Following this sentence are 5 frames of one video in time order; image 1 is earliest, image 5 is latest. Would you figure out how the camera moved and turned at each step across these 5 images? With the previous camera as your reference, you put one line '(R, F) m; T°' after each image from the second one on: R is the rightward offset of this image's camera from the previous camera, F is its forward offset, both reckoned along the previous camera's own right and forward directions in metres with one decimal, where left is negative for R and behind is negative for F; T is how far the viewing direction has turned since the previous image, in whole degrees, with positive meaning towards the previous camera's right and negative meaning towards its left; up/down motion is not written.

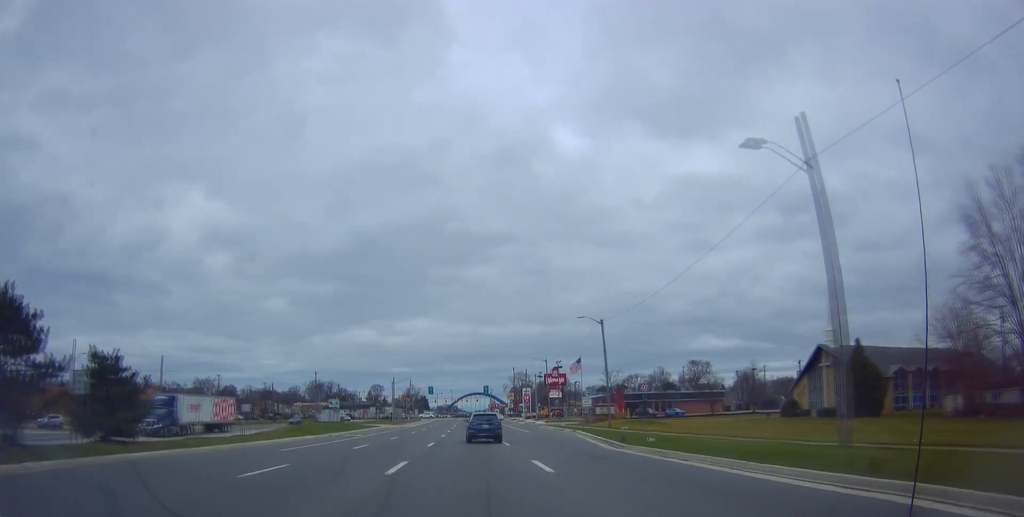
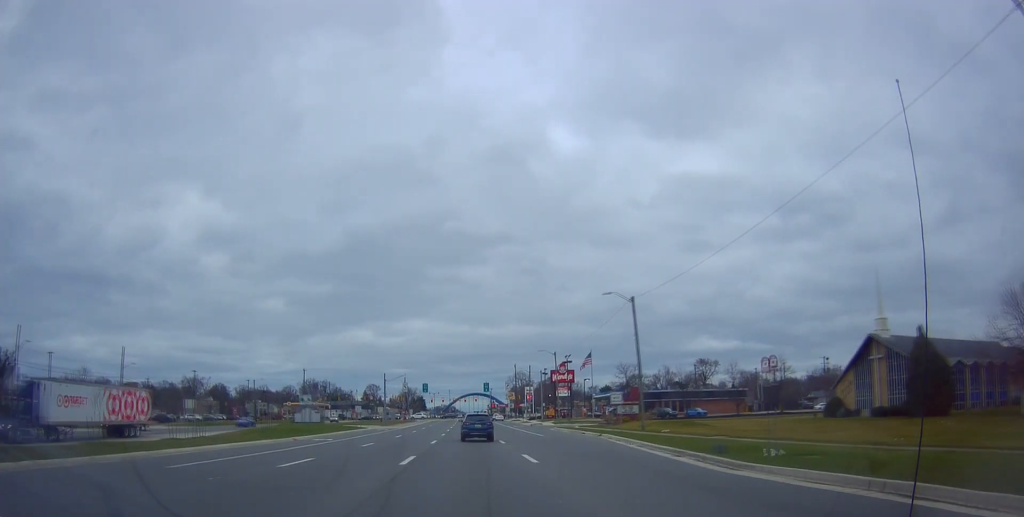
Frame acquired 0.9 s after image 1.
(+0.1, +11.2) m; +1°
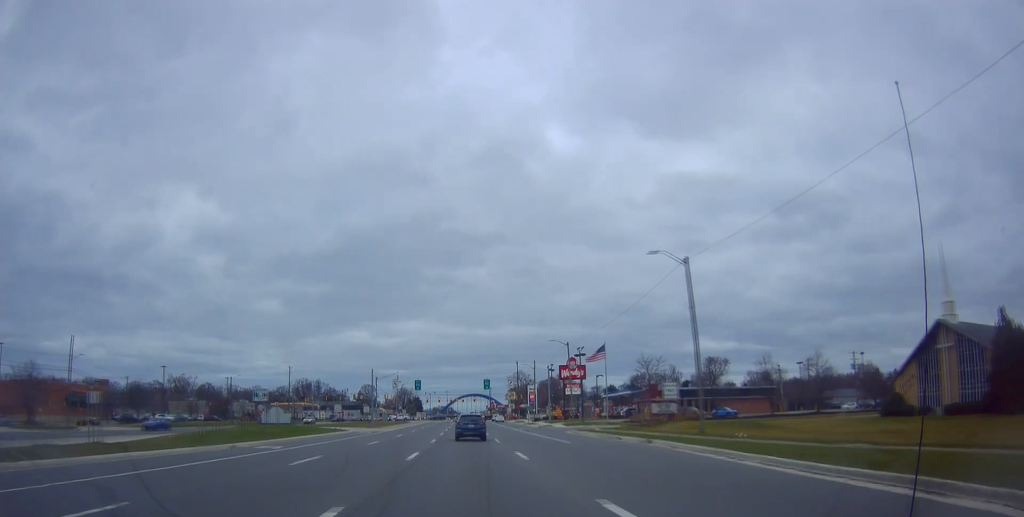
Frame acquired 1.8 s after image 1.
(+0.2, +12.3) m; +1°
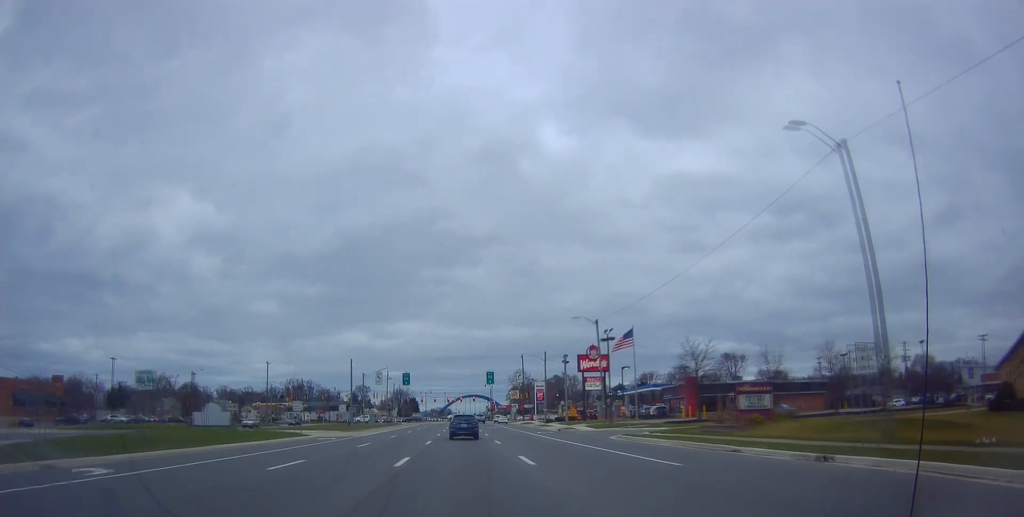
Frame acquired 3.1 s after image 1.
(0.0, +17.7) m; -3°
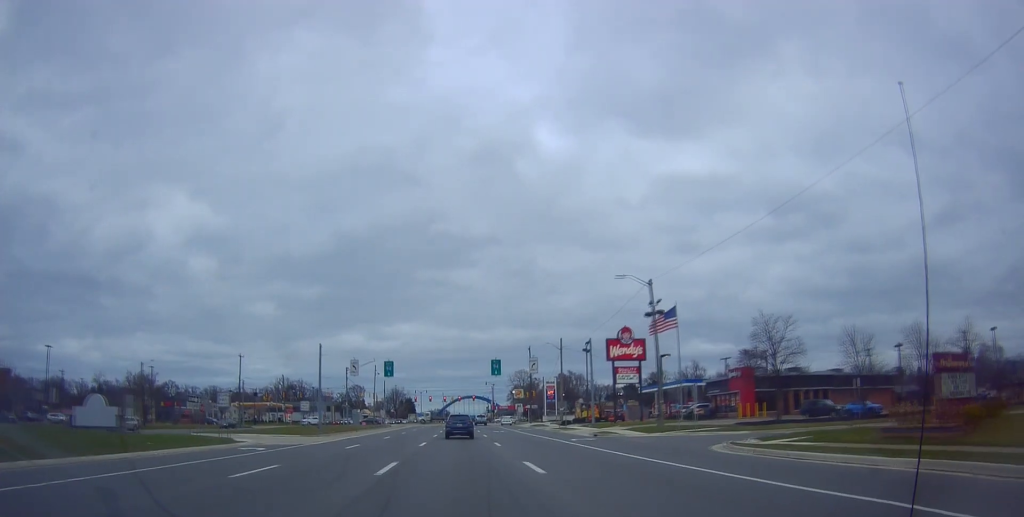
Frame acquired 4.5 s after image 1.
(-0.5, +18.0) m; +3°
